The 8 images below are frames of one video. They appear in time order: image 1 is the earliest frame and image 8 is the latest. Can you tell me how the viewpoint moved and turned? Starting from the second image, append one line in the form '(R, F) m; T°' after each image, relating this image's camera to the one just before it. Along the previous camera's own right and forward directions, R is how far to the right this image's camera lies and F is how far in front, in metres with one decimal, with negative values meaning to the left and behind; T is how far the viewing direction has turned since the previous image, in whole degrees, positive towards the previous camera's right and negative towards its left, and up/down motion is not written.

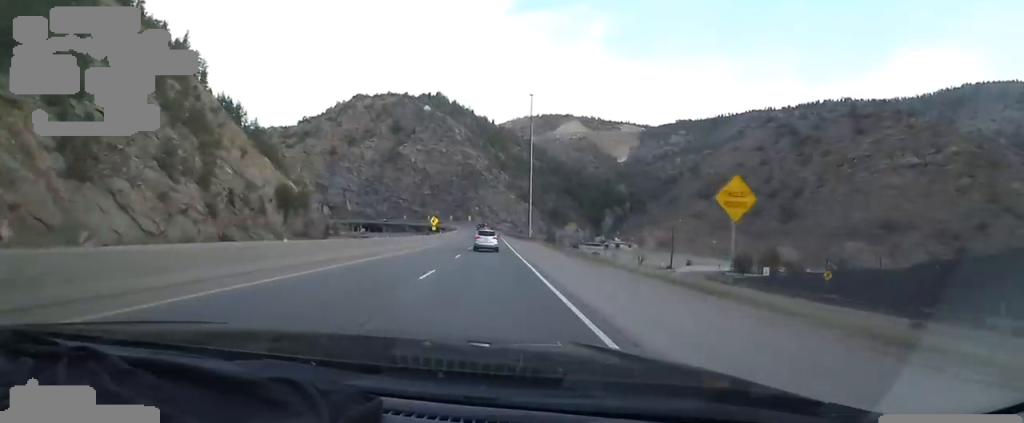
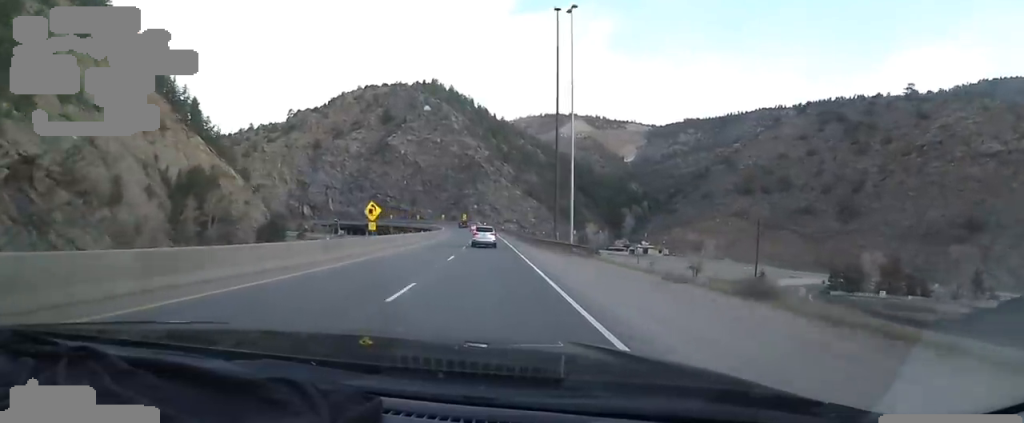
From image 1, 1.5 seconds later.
(-0.6, +41.3) m; -2°
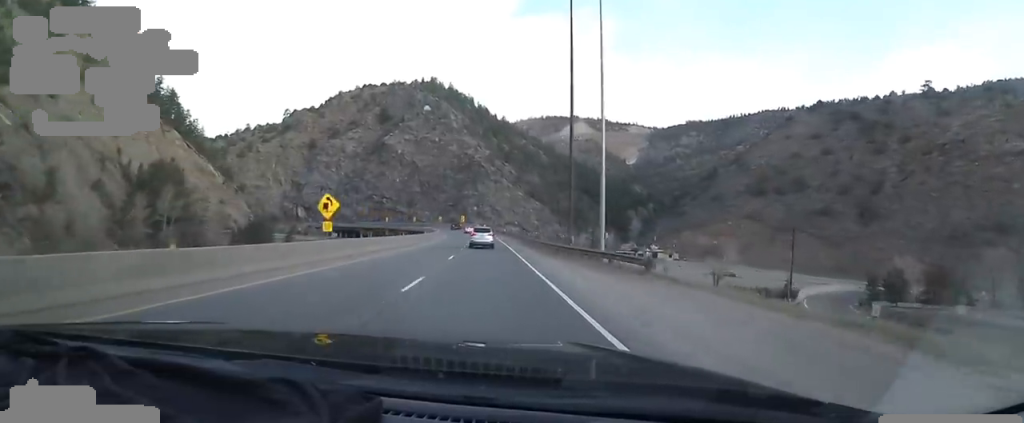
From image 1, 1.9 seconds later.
(-0.2, +10.5) m; 0°
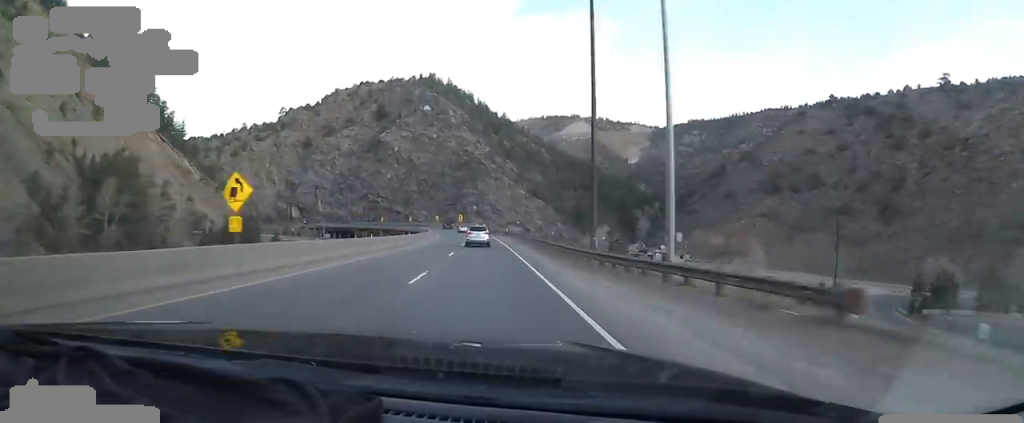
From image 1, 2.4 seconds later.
(-0.2, +11.4) m; 0°
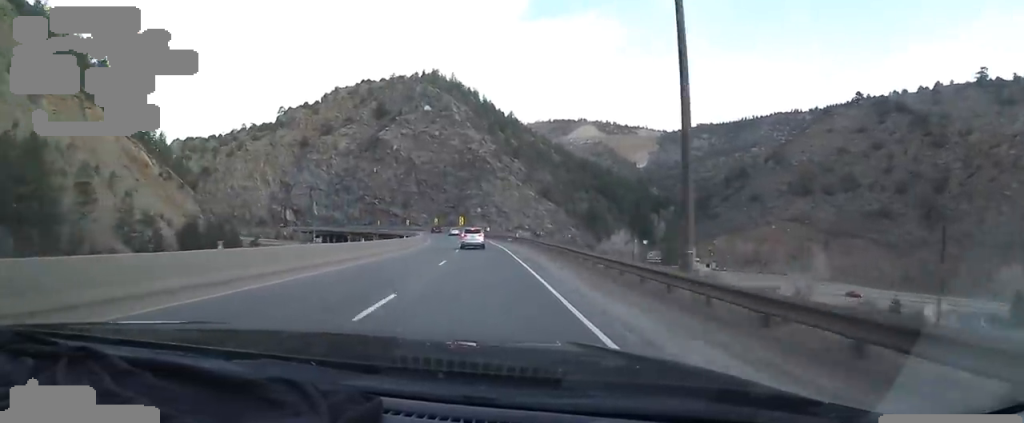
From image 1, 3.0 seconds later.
(+0.4, +17.1) m; +1°
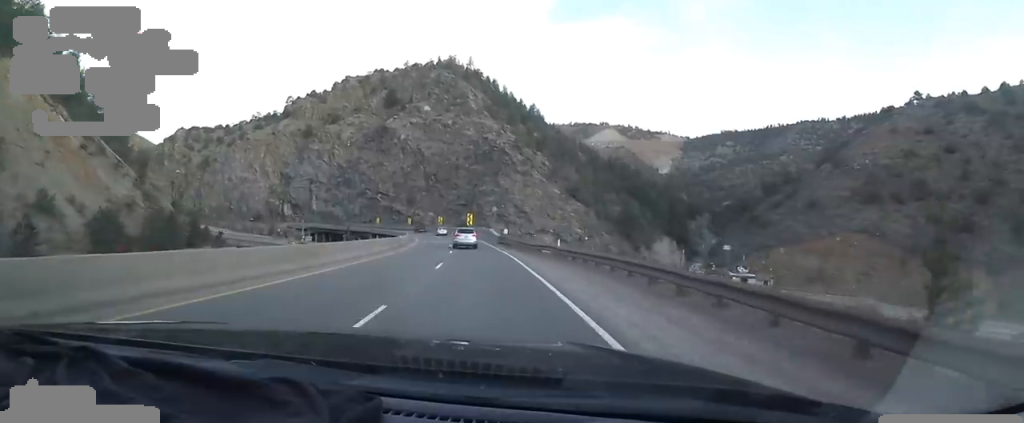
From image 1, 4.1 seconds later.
(+0.1, +26.2) m; -1°
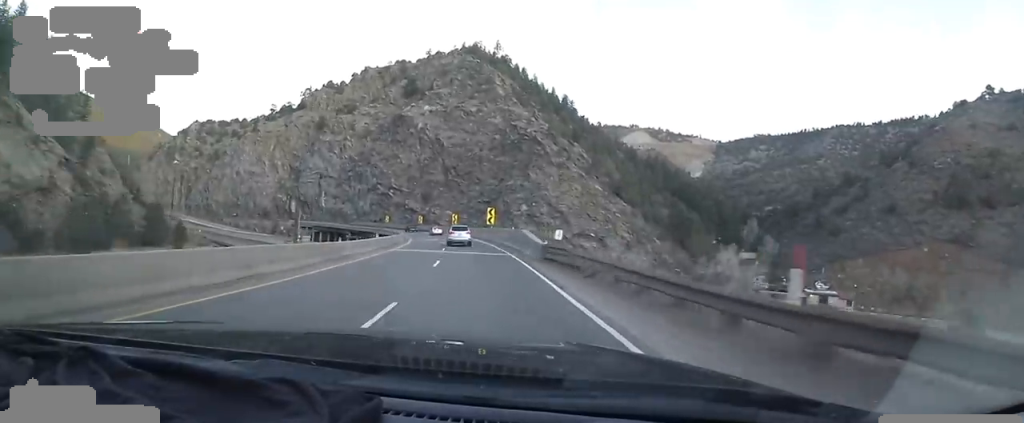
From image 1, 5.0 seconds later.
(-0.4, +24.2) m; -3°
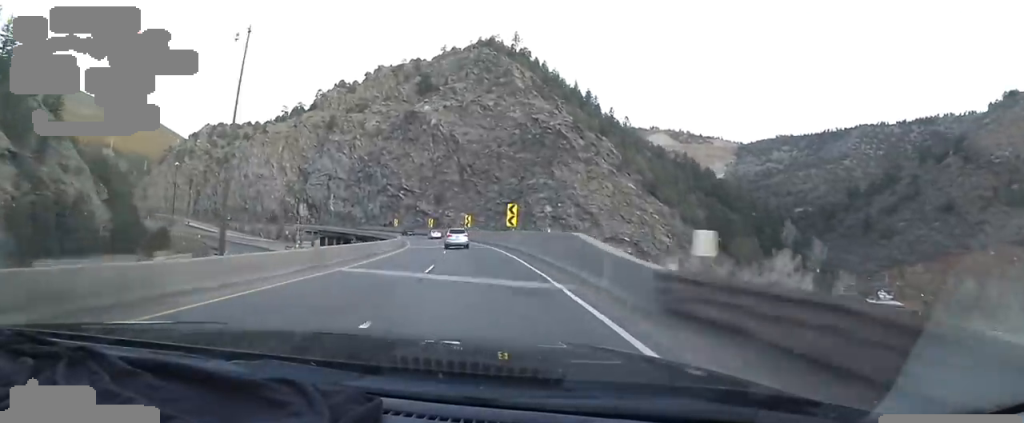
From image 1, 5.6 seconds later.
(-0.2, +13.9) m; -3°
